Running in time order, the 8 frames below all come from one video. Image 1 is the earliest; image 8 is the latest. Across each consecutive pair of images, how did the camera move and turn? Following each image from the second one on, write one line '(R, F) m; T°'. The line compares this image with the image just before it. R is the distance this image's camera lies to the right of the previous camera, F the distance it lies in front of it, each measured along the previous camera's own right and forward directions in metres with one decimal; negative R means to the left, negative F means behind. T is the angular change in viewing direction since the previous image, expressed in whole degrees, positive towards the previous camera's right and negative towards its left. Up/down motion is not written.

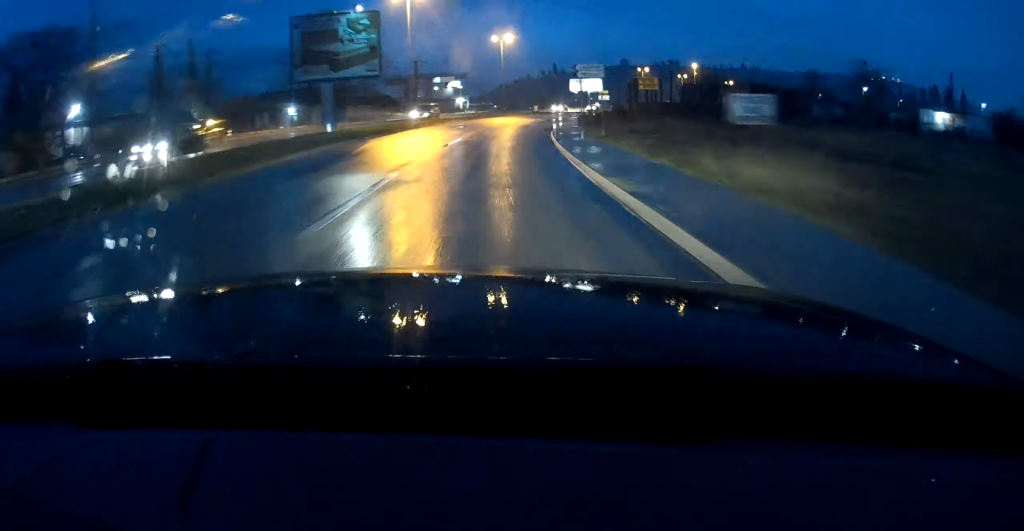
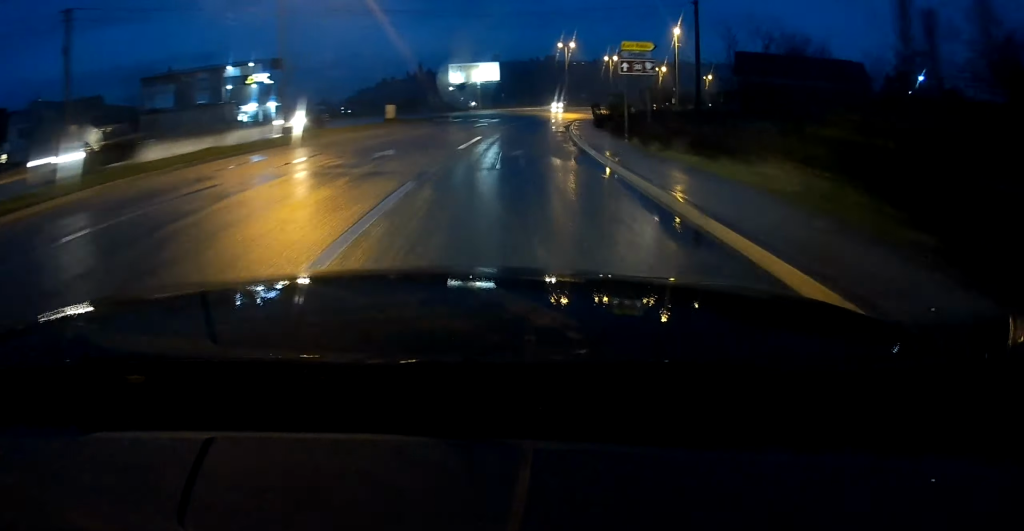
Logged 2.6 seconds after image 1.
(+4.7, +58.8) m; +11°
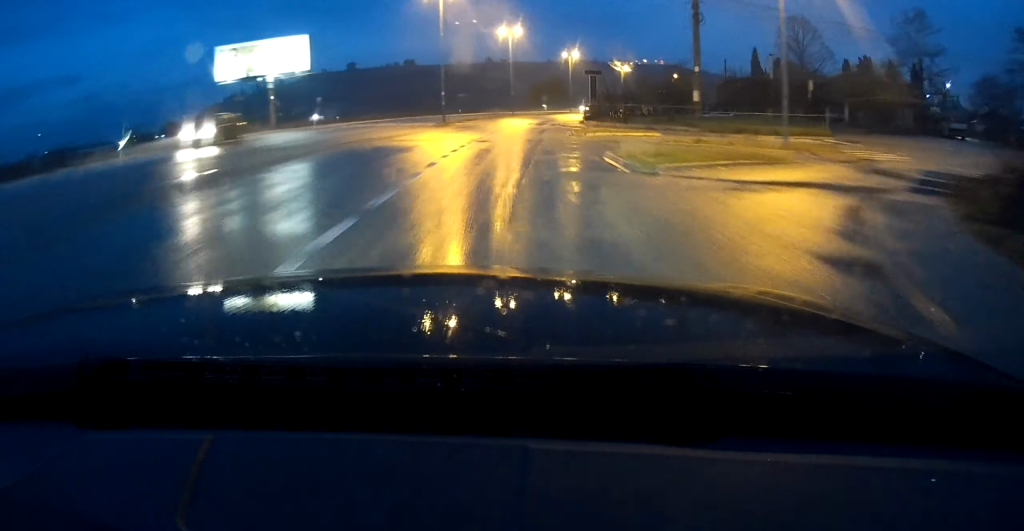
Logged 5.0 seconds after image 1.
(+5.1, +52.9) m; +11°
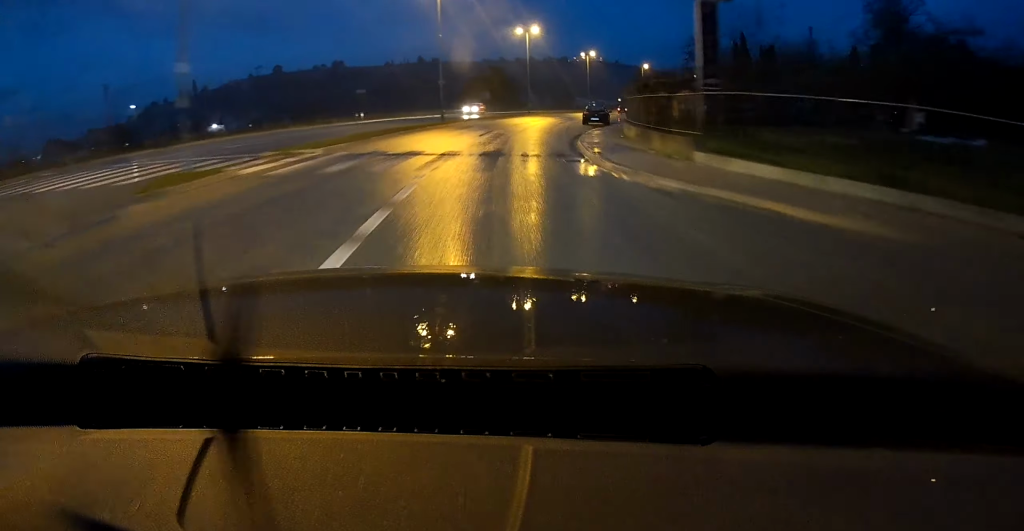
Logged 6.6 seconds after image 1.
(+2.6, +34.9) m; +7°
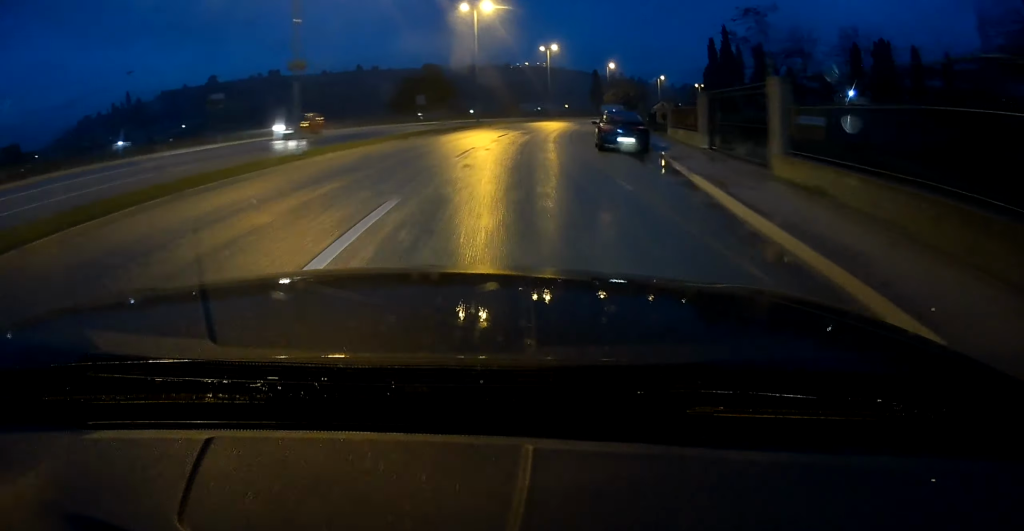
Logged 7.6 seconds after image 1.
(+0.9, +23.2) m; +5°
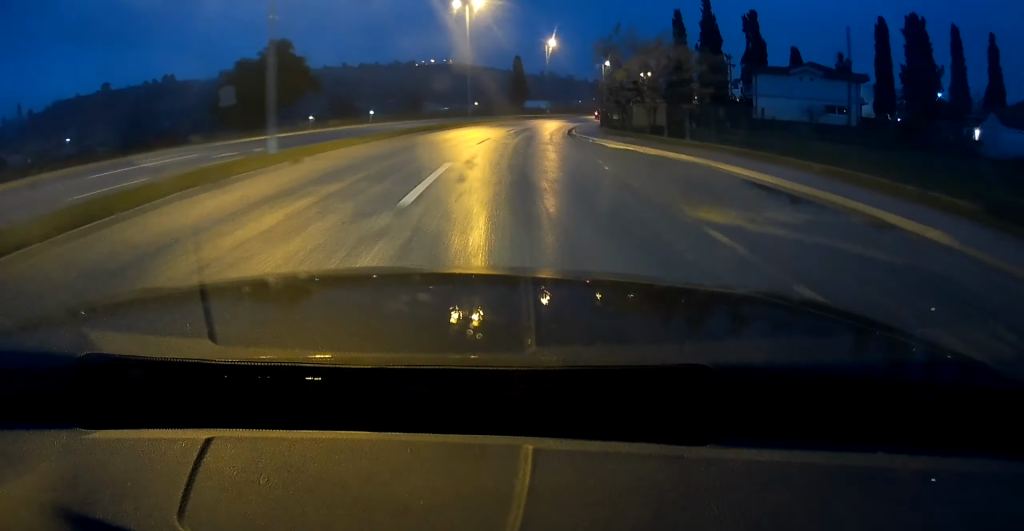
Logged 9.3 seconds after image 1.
(+2.2, +37.3) m; +8°
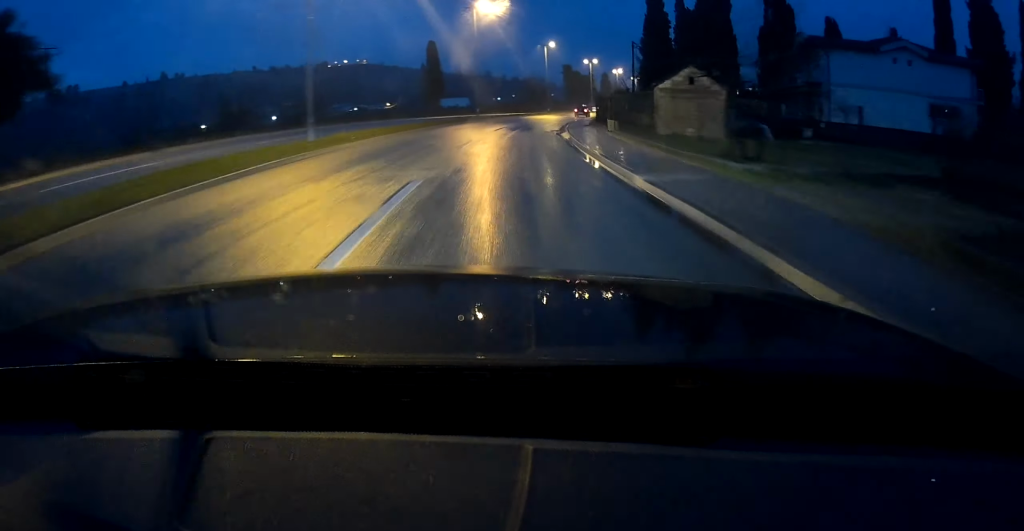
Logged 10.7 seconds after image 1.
(+2.1, +31.2) m; +7°
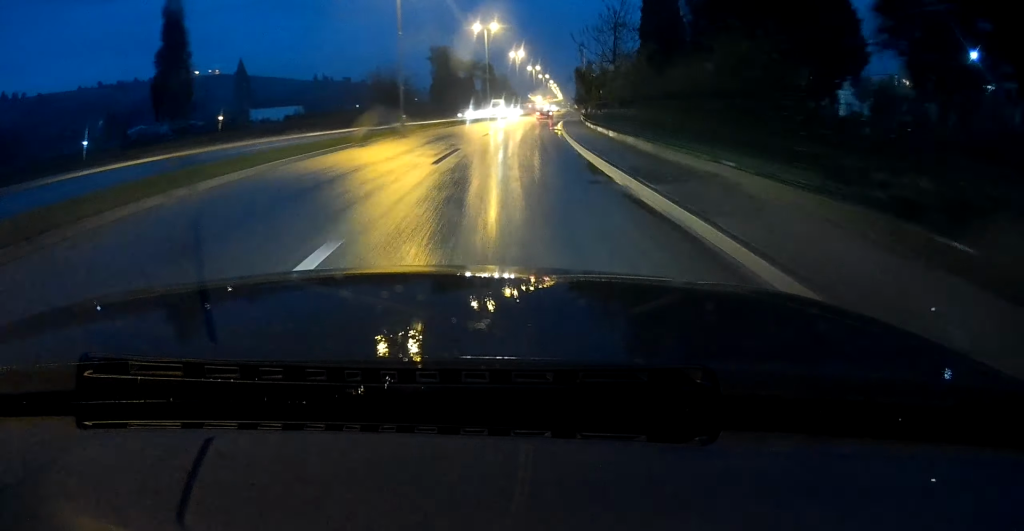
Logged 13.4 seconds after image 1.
(+6.4, +60.6) m; +11°
